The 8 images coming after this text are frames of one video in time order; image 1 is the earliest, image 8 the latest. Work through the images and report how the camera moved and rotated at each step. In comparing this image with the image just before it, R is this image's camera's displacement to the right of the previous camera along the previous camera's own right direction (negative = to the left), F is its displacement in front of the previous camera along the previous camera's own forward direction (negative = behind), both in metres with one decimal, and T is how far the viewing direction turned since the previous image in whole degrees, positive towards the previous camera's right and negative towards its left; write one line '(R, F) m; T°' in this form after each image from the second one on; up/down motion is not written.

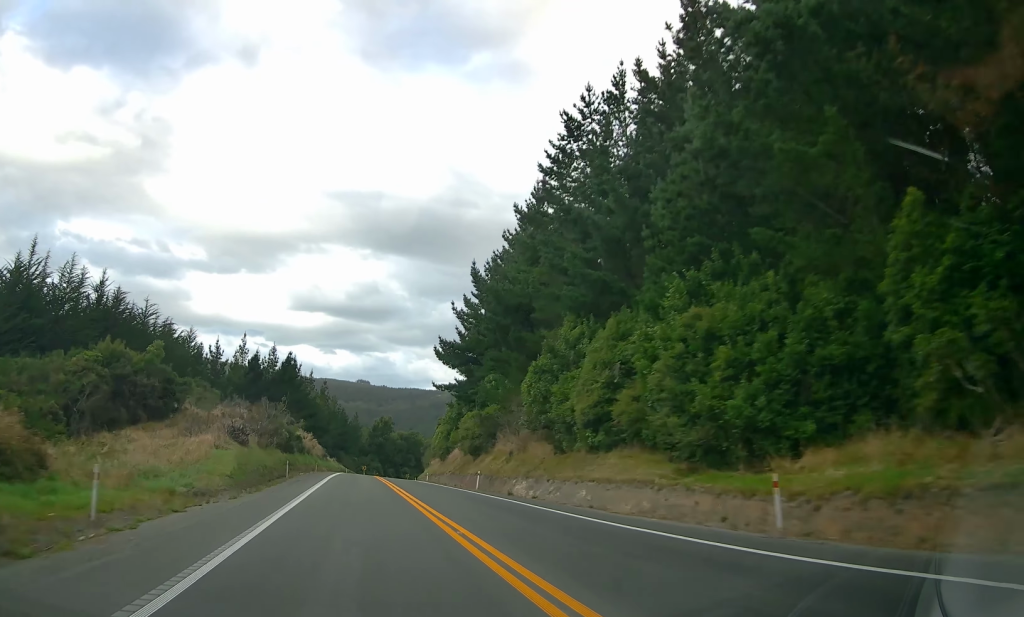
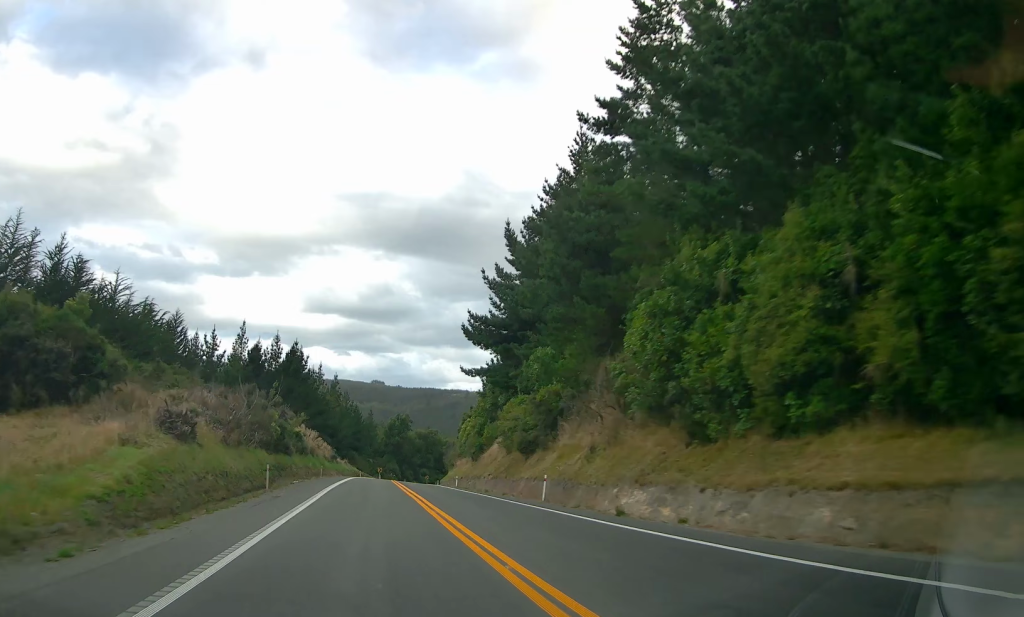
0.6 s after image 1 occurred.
(-0.1, +13.5) m; 0°
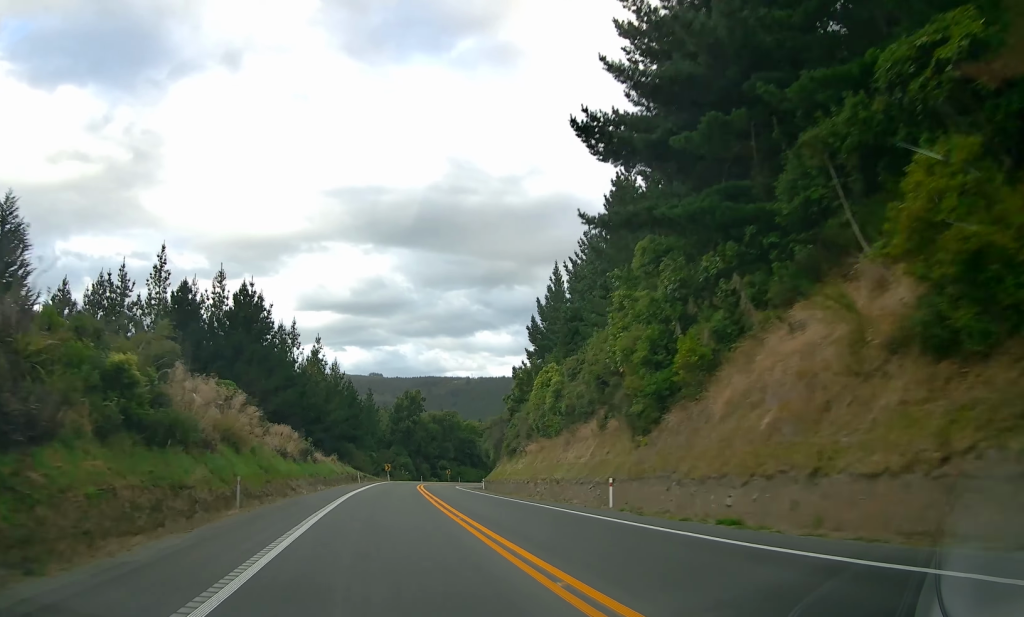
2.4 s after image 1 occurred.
(-0.3, +40.9) m; -2°
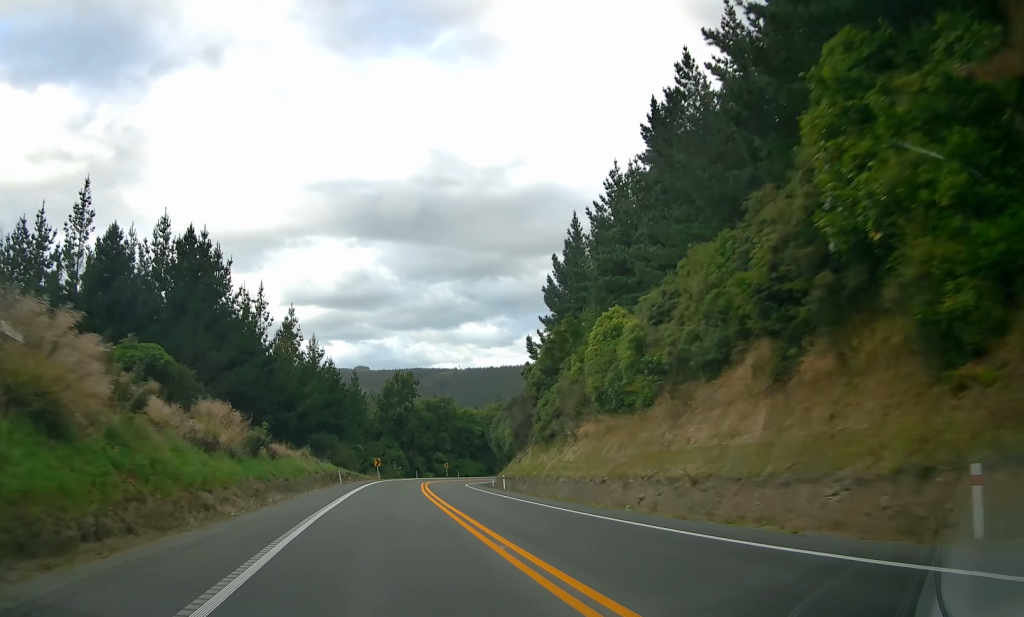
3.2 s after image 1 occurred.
(0.0, +16.4) m; +3°
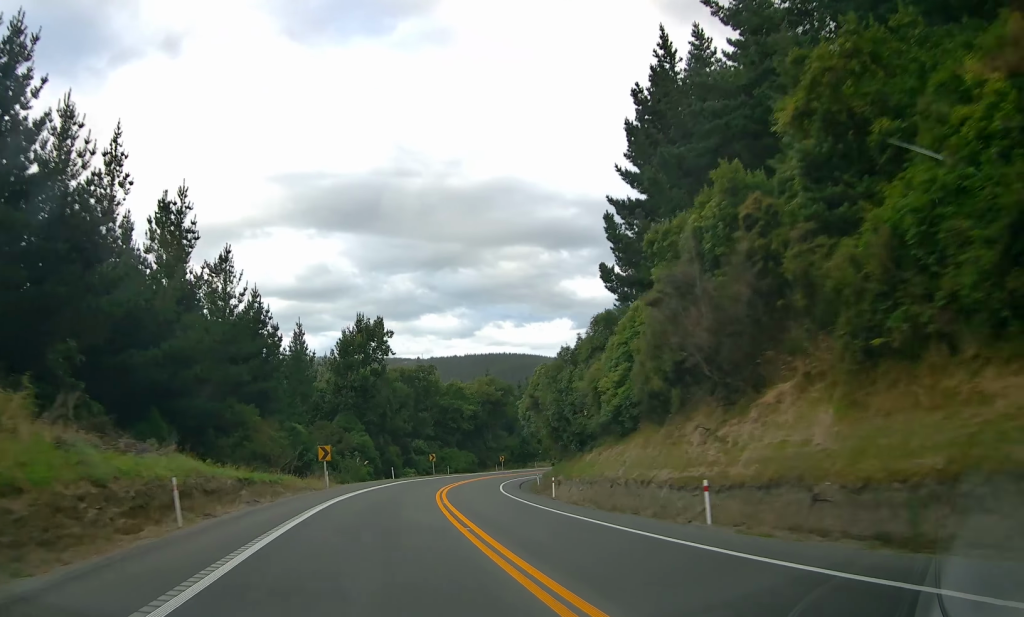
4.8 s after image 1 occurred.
(+2.3, +36.7) m; +5°
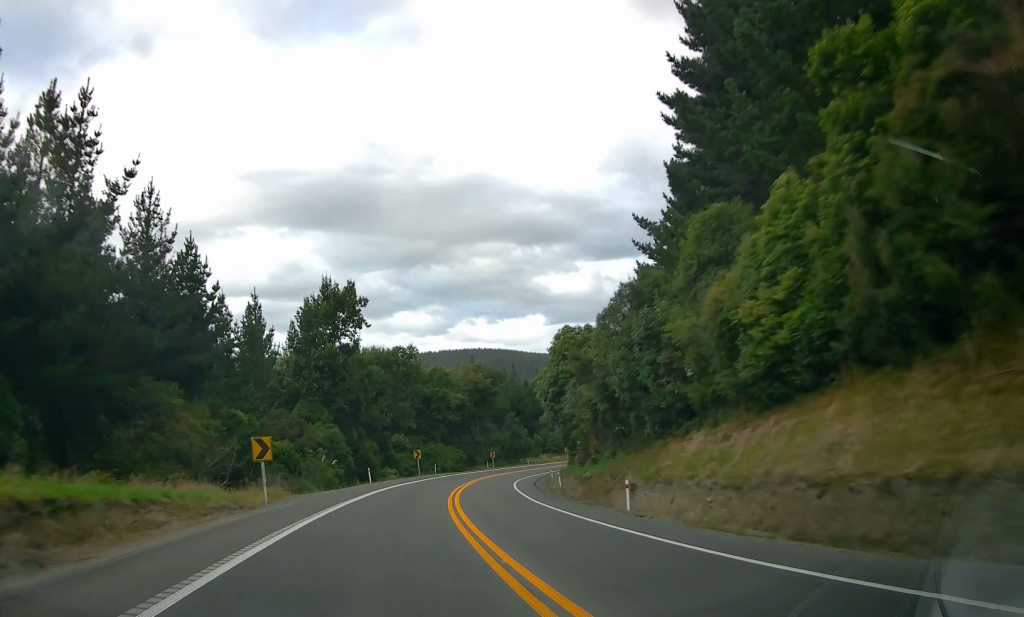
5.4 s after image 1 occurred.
(0.0, +14.4) m; +1°
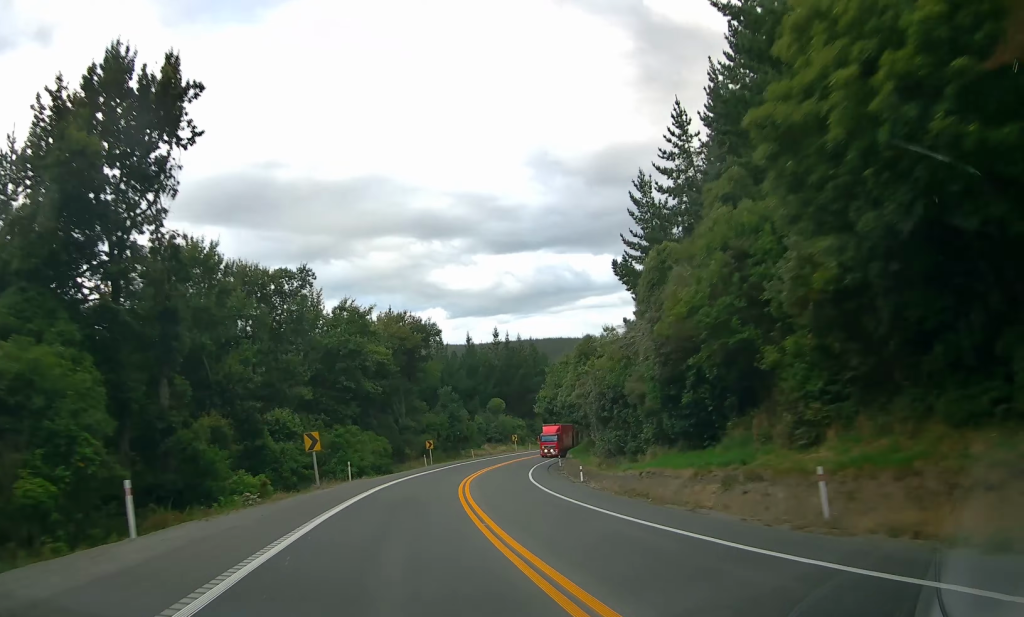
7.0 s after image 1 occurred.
(+2.4, +35.5) m; +9°
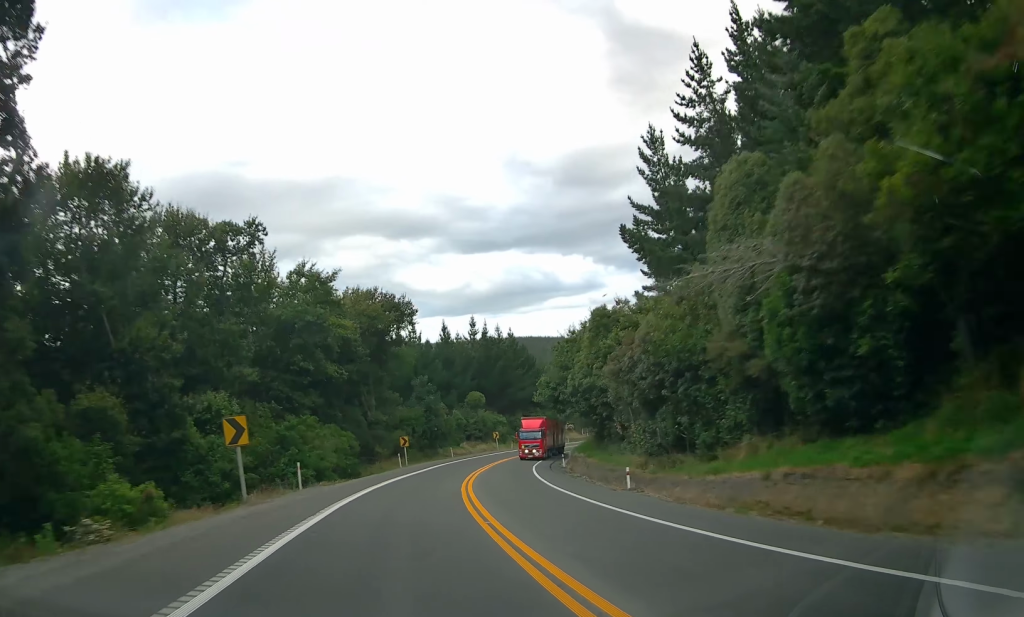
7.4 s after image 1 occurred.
(+0.1, +10.9) m; +4°
